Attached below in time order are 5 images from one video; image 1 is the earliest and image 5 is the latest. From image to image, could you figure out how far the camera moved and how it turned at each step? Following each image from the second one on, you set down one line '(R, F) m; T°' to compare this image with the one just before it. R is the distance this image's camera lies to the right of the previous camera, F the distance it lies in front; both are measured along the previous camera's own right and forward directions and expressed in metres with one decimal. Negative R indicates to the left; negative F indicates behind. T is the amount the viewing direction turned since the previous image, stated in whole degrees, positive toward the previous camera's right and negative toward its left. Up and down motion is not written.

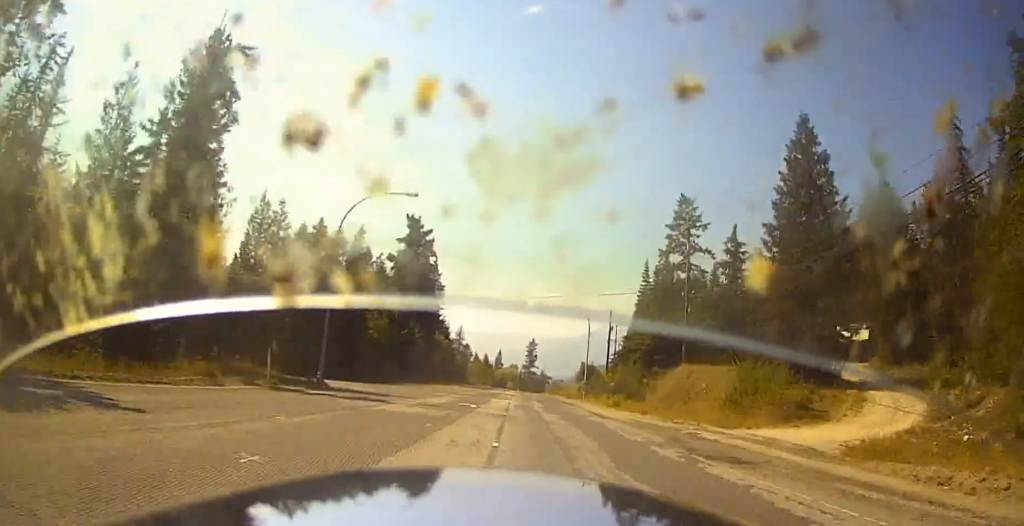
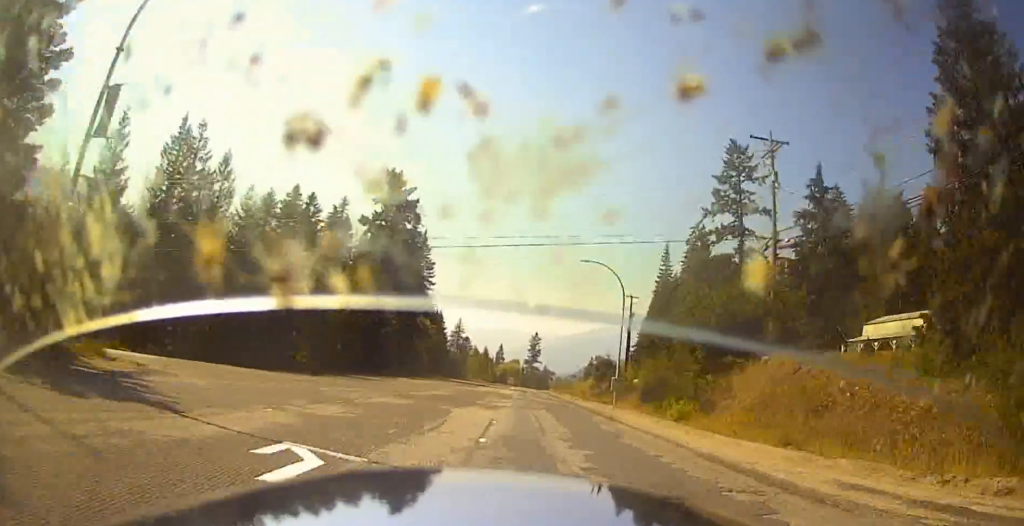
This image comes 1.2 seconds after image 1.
(-0.1, +19.3) m; 0°
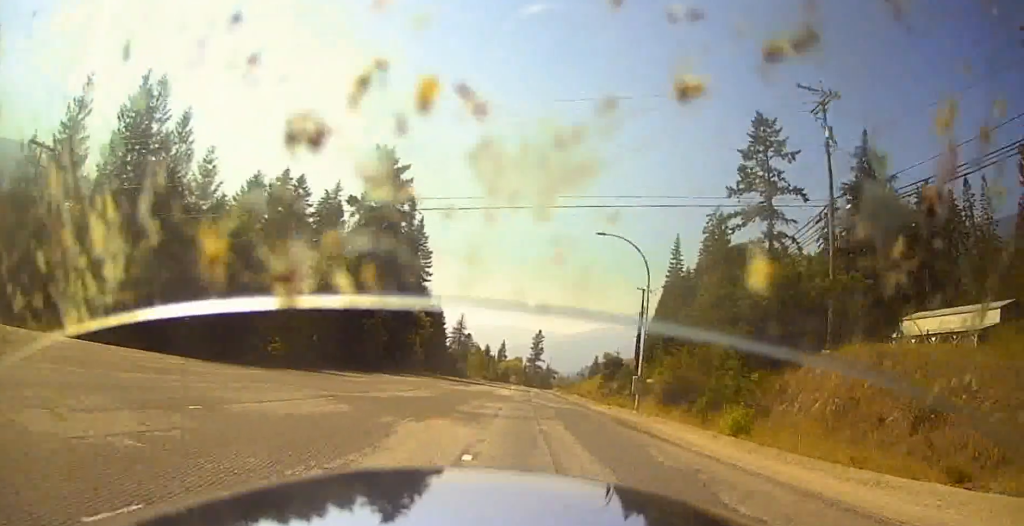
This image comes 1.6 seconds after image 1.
(0.0, +7.2) m; 0°
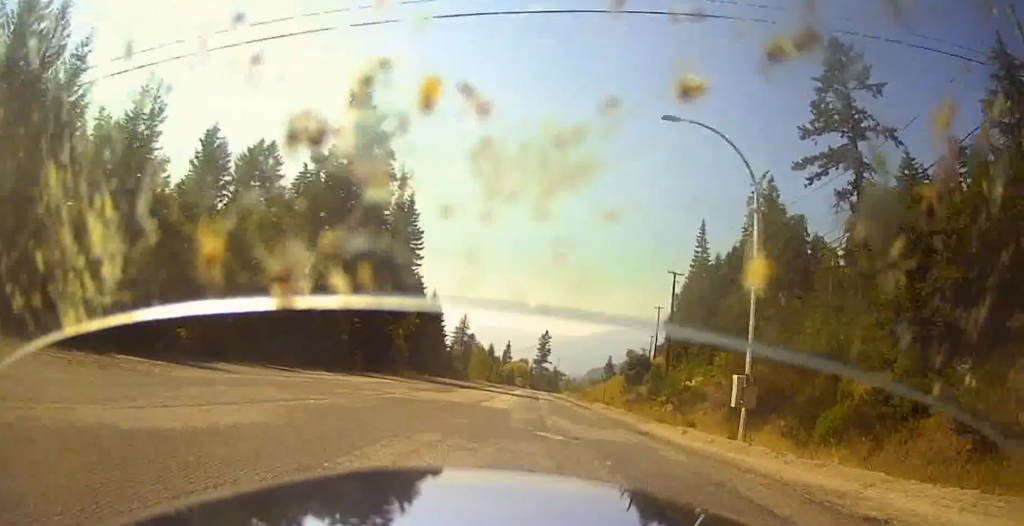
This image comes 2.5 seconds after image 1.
(0.0, +15.4) m; 0°
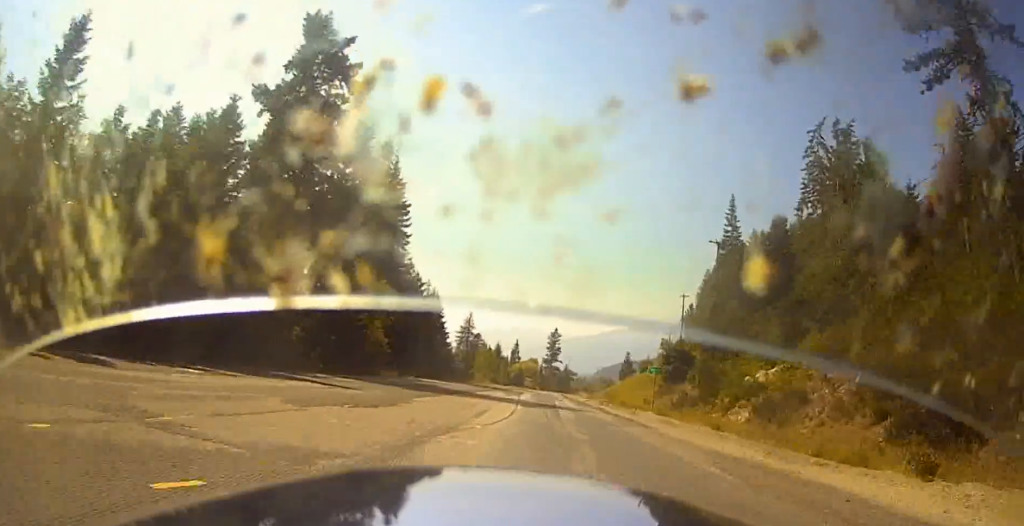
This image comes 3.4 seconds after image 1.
(+0.1, +14.9) m; +1°
